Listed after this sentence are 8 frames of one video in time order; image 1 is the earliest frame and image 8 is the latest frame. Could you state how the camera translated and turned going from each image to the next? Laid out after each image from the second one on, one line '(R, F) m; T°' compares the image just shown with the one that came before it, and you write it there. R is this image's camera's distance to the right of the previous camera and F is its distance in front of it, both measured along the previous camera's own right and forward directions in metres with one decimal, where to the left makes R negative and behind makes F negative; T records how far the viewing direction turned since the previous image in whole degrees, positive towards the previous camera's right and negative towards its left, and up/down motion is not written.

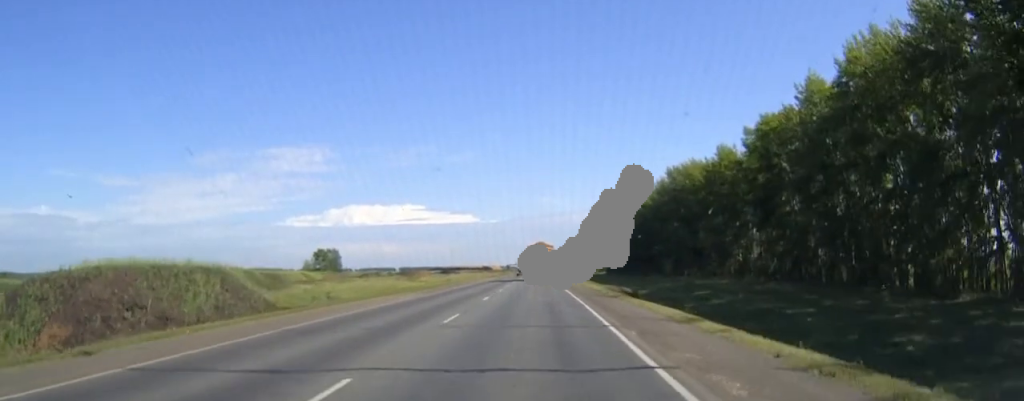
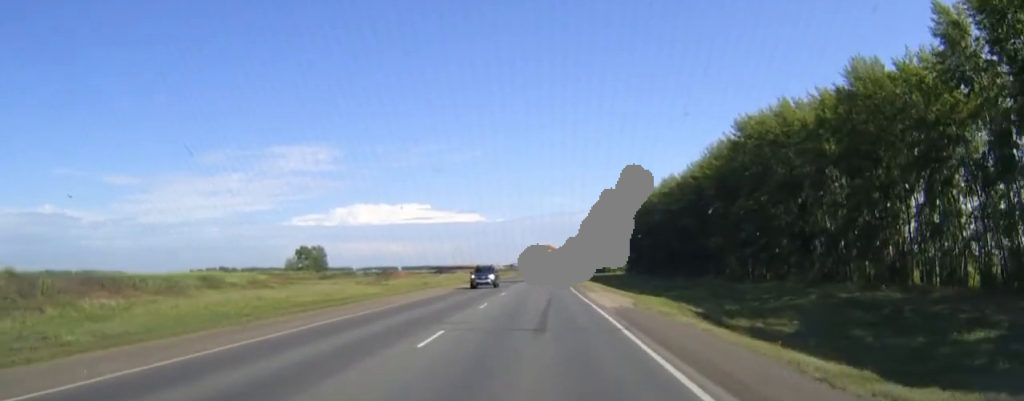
(-0.3, +52.9) m; 0°
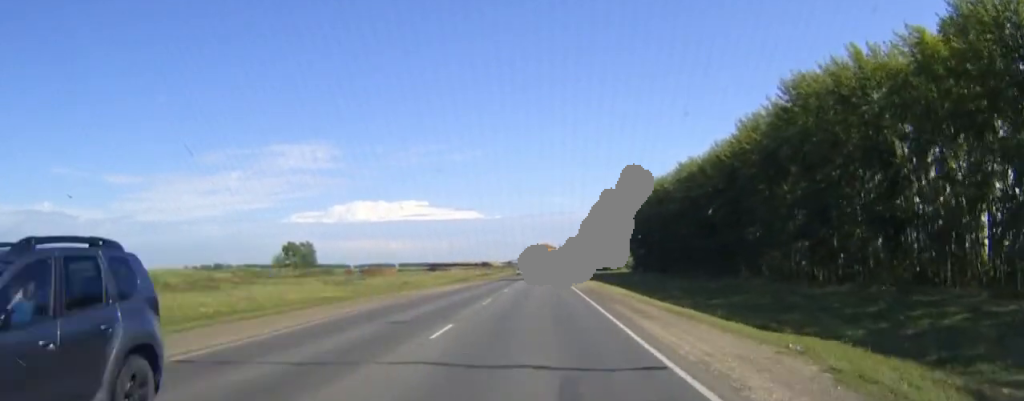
(0.0, +22.6) m; 0°
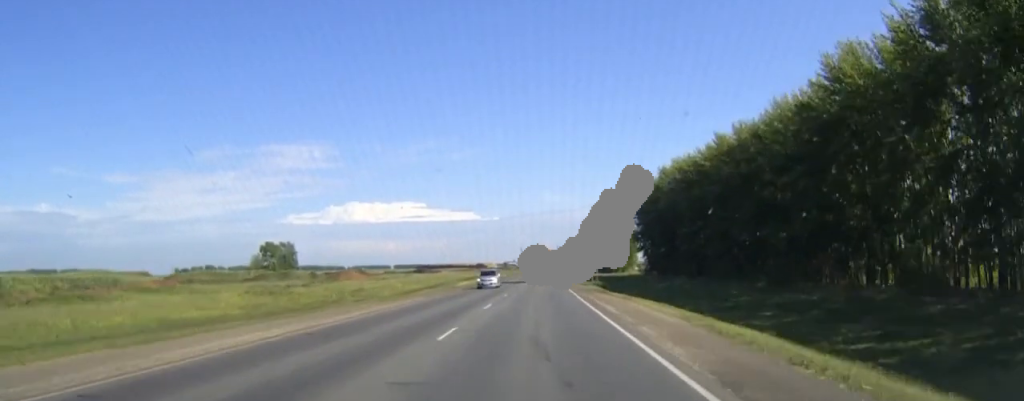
(+0.1, +35.2) m; 0°
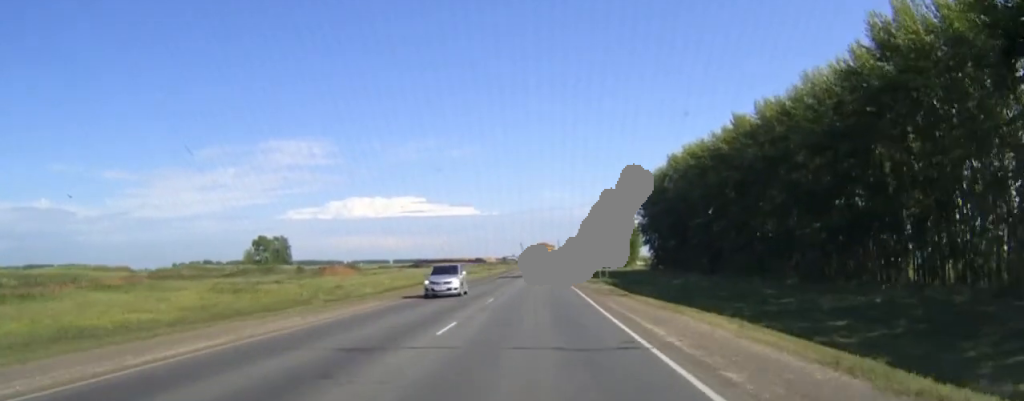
(0.0, +11.8) m; 0°
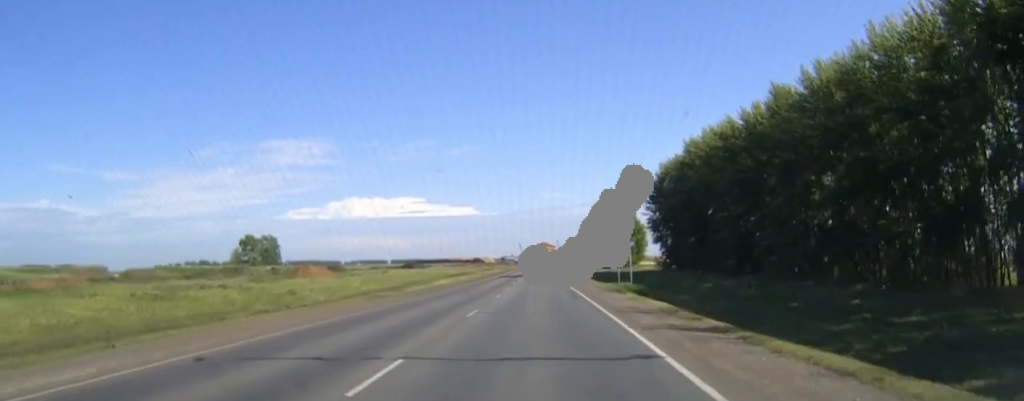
(0.0, +18.9) m; 0°
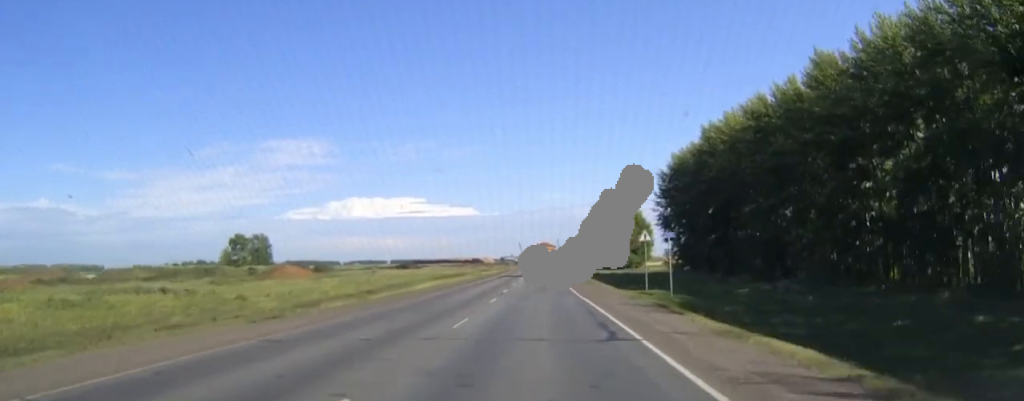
(0.0, +15.0) m; 0°
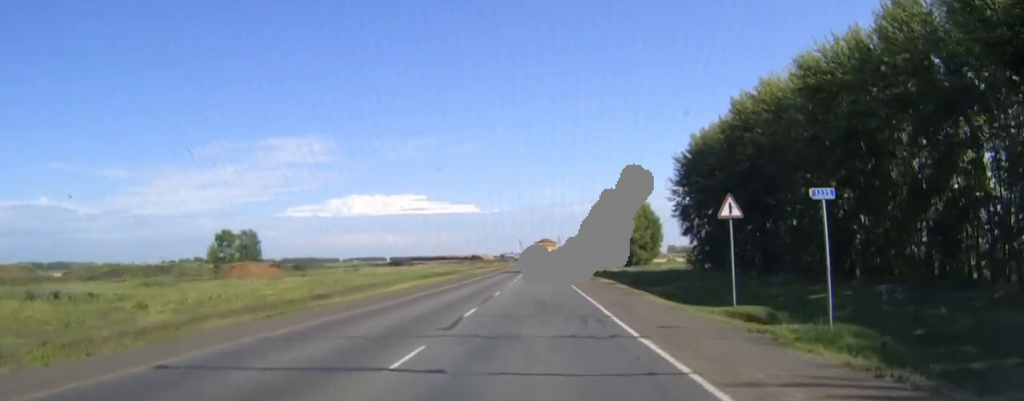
(+0.1, +19.1) m; 0°
